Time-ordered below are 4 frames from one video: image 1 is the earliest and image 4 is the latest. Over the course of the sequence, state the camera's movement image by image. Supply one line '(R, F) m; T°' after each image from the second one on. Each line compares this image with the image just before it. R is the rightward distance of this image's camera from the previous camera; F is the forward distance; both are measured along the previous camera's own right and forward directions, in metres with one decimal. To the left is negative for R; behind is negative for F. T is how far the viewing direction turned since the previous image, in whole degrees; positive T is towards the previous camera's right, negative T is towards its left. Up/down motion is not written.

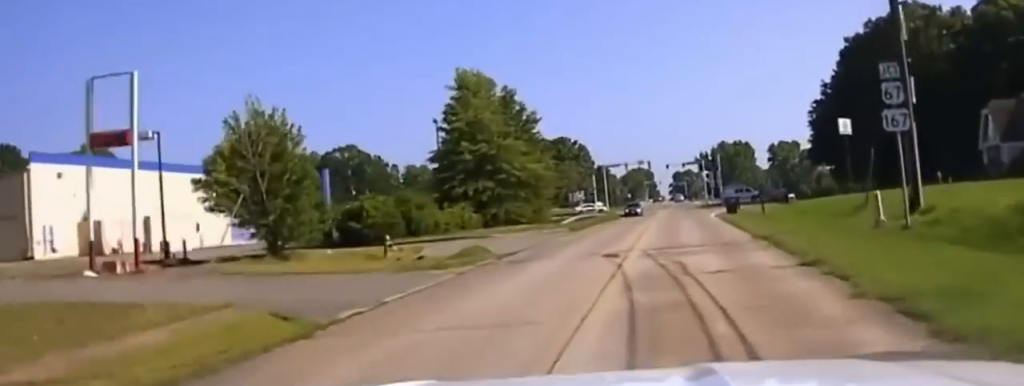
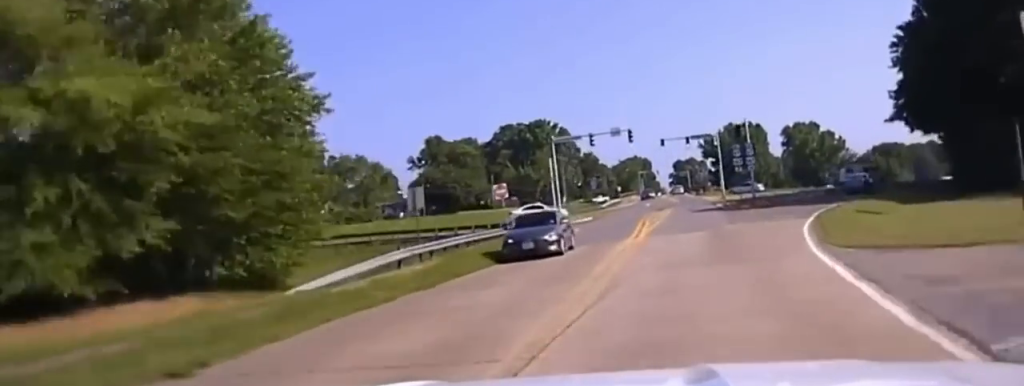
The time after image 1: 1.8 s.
(0.0, +38.6) m; 0°
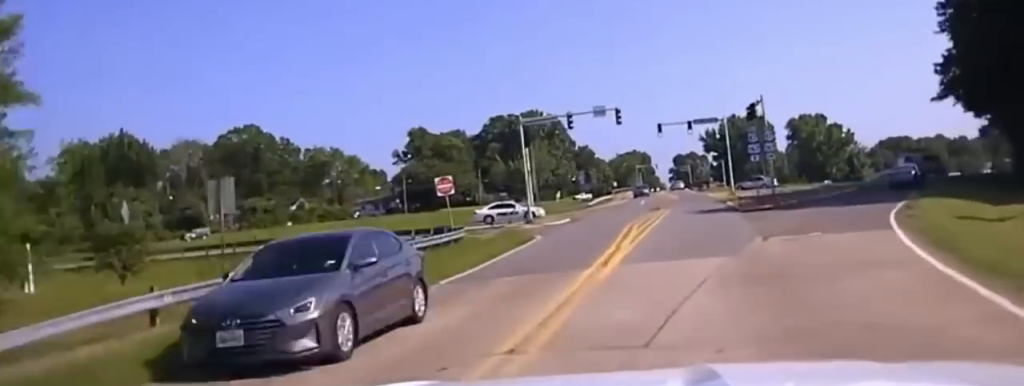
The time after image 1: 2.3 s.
(0.0, +10.9) m; 0°
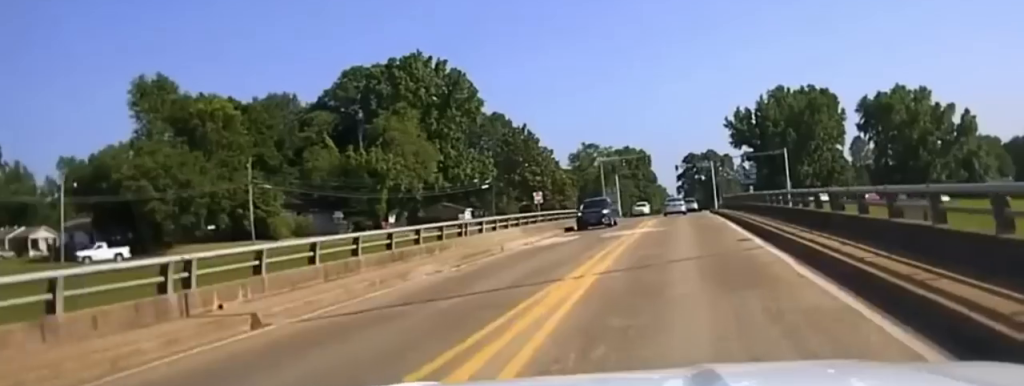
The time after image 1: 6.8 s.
(0.0, +87.2) m; 0°
